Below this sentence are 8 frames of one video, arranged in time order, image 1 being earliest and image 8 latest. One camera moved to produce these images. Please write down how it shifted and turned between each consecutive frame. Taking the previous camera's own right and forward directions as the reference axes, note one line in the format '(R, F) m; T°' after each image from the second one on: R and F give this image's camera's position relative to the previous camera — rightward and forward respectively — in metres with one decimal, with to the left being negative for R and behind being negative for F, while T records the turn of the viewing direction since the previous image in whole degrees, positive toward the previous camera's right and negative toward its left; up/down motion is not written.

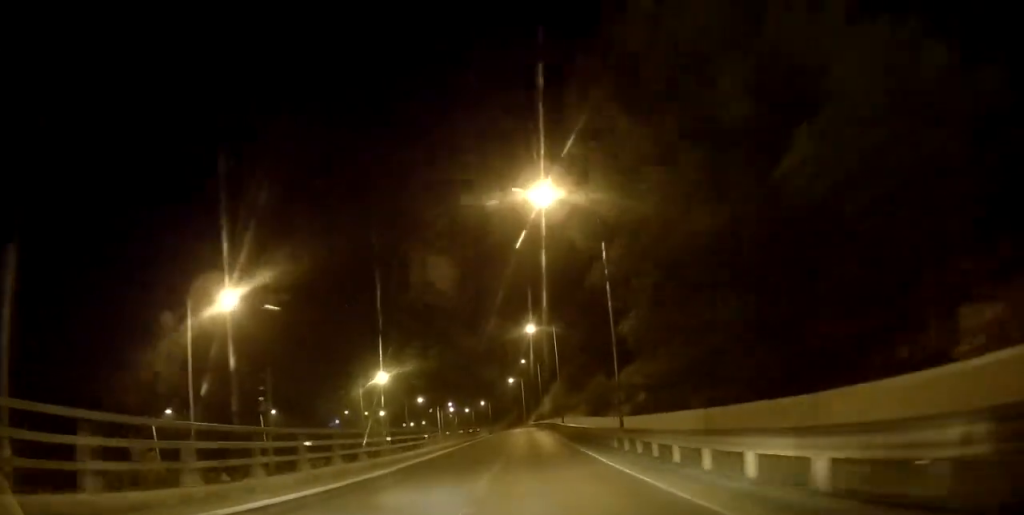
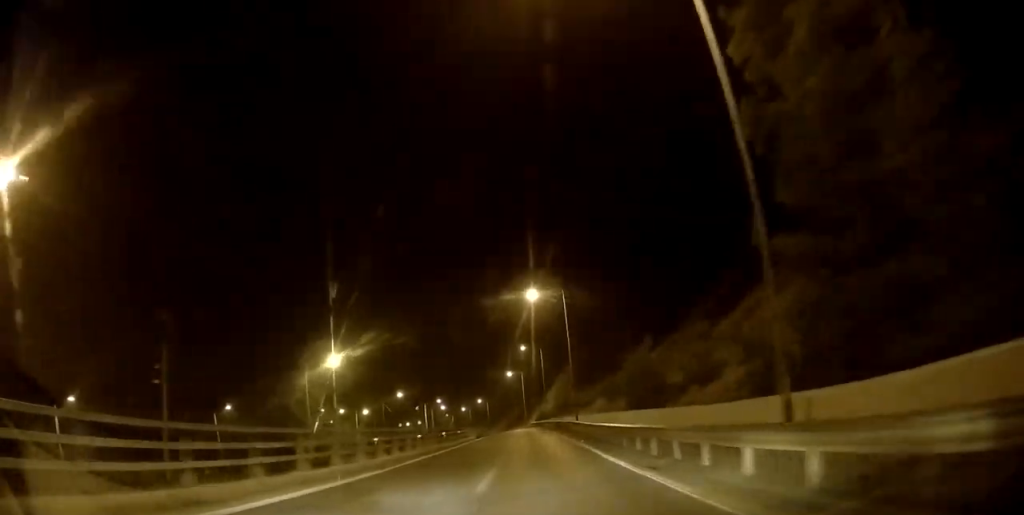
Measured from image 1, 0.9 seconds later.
(0.0, +17.9) m; 0°
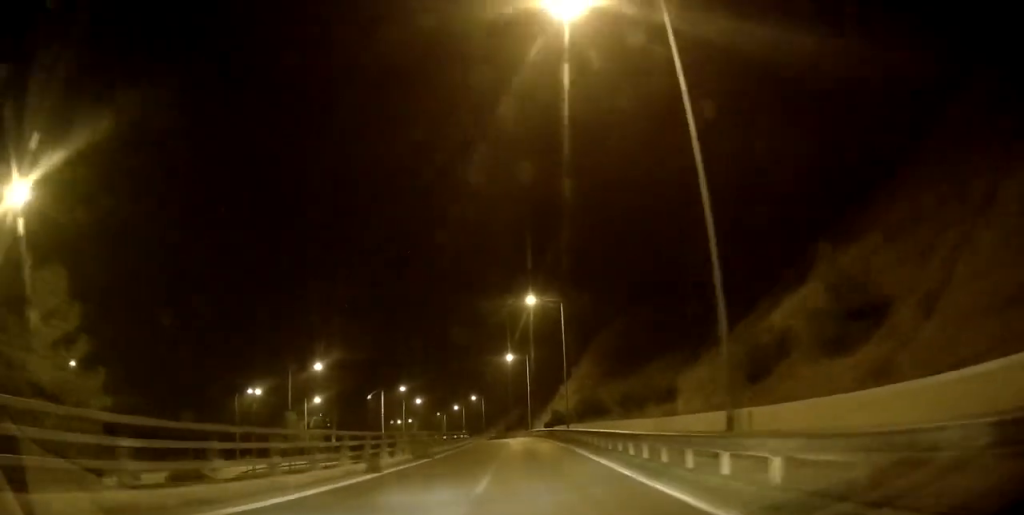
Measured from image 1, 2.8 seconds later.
(-0.1, +37.4) m; -1°
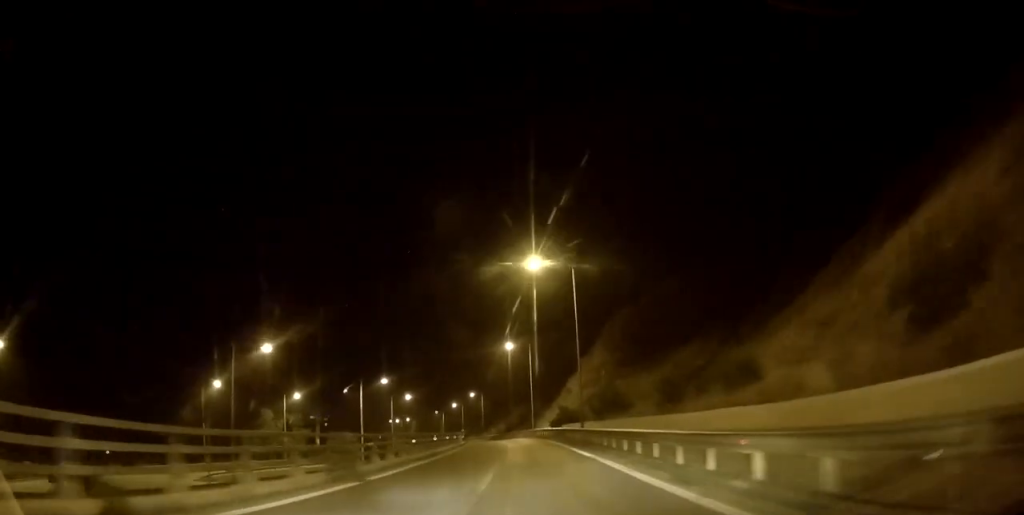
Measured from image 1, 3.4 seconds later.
(-0.3, +11.4) m; 0°
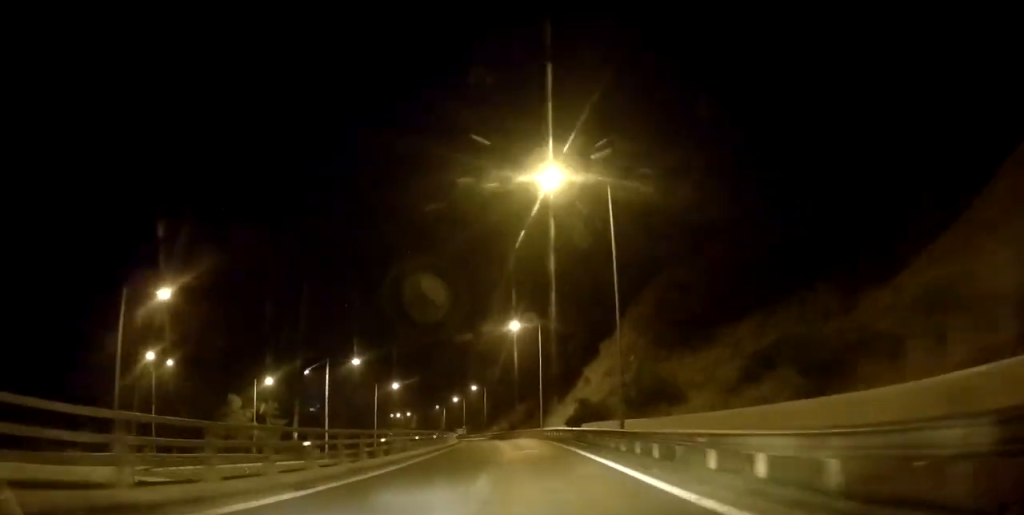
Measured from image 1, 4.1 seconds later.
(+0.2, +14.2) m; 0°
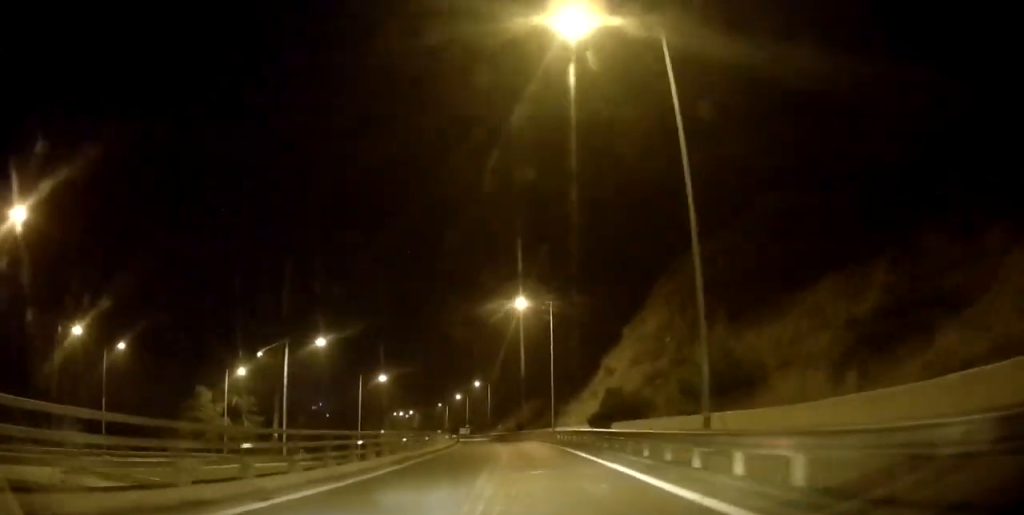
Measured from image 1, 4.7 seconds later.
(+0.2, +11.2) m; 0°
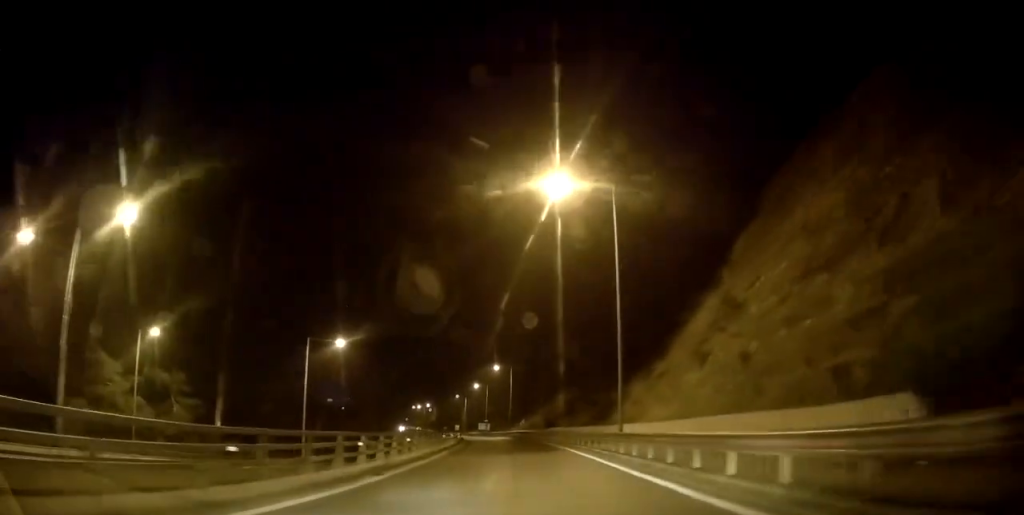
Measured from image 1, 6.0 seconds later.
(-0.9, +25.0) m; -3°
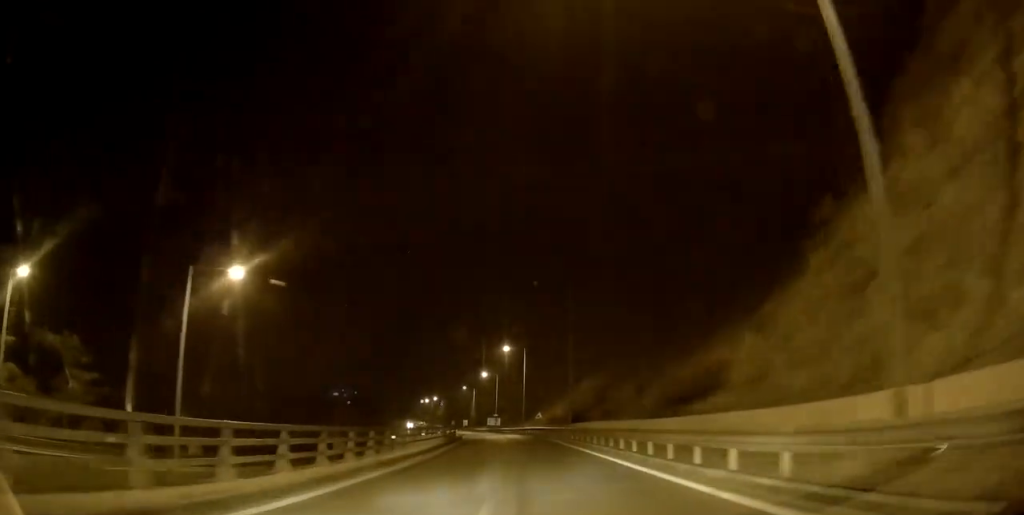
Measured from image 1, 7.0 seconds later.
(-0.3, +19.4) m; -1°
